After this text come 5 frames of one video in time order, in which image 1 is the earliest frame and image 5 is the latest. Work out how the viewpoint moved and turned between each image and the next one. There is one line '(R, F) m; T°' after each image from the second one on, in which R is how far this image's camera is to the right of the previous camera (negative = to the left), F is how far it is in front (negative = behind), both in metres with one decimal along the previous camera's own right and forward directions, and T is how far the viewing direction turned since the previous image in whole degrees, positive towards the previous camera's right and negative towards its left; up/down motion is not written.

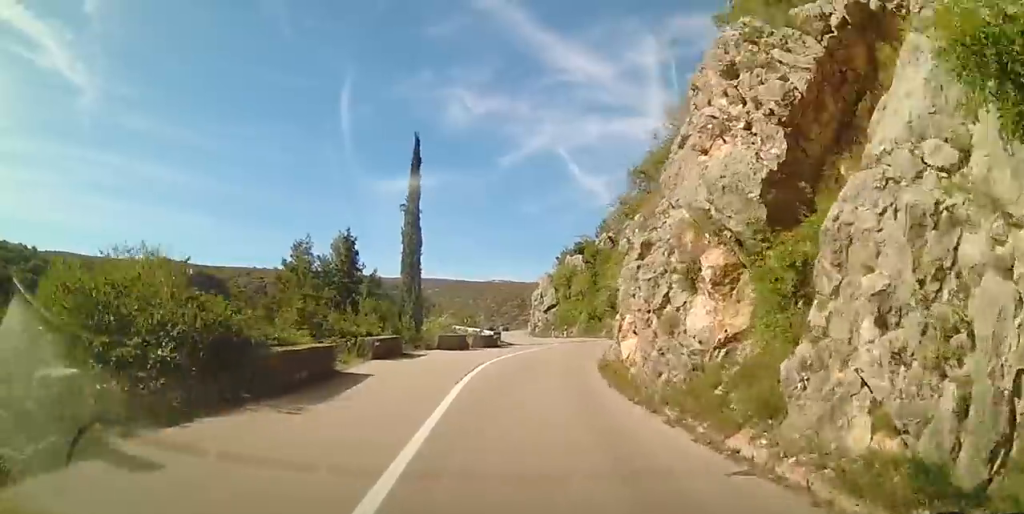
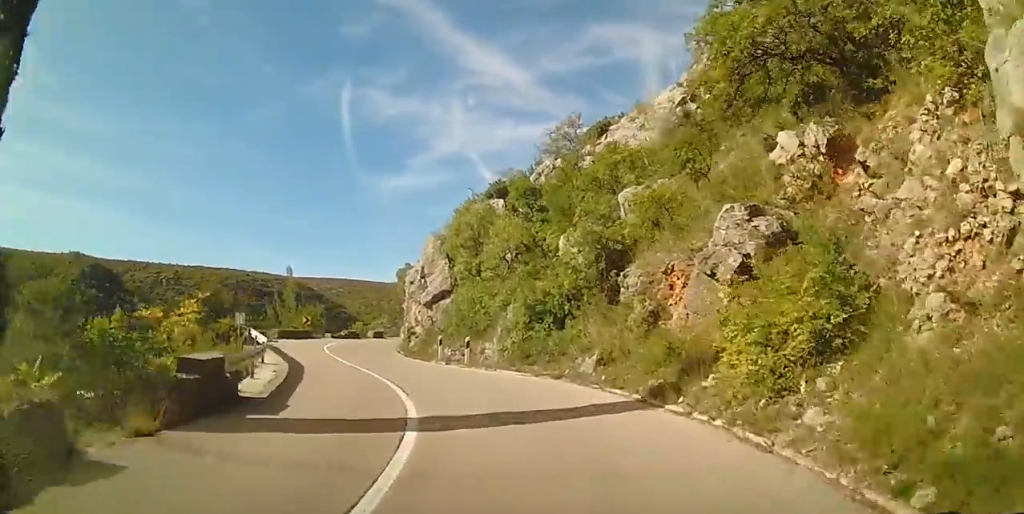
(+1.5, +27.1) m; +3°
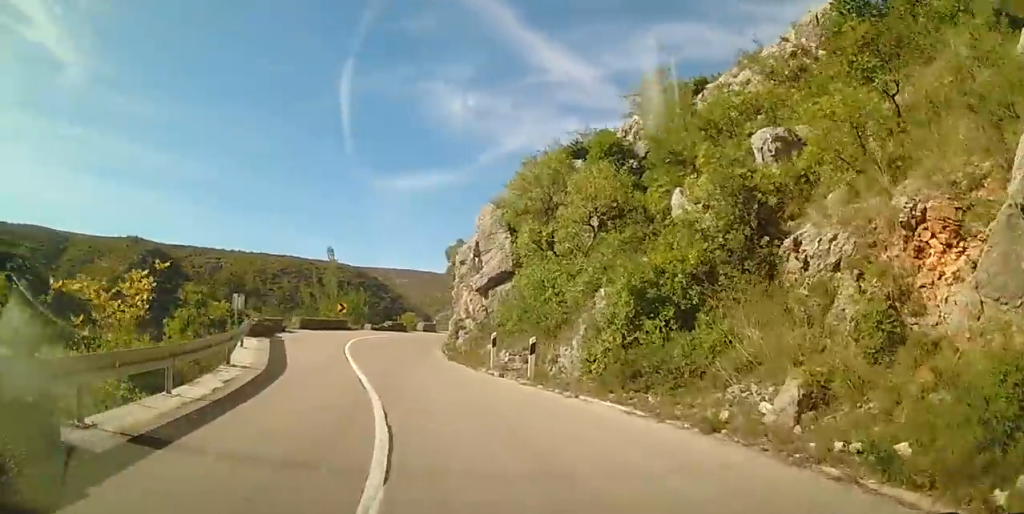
(+0.1, +6.7) m; -4°
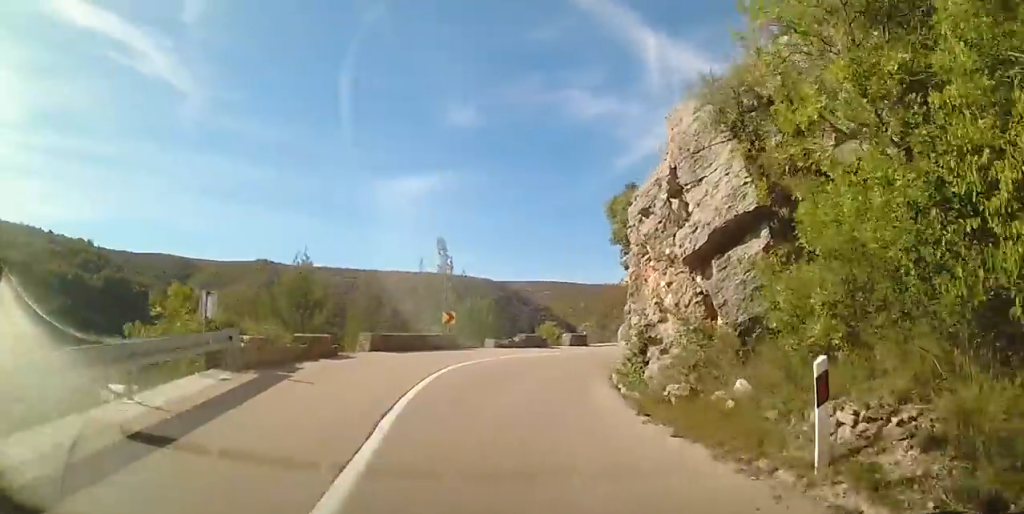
(-1.0, +11.0) m; -3°
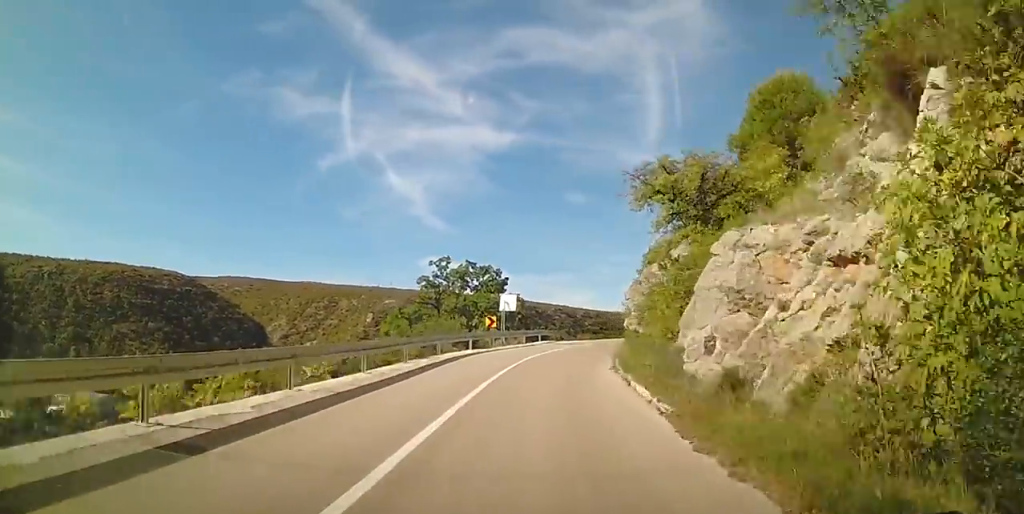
(+6.2, +32.6) m; +18°
